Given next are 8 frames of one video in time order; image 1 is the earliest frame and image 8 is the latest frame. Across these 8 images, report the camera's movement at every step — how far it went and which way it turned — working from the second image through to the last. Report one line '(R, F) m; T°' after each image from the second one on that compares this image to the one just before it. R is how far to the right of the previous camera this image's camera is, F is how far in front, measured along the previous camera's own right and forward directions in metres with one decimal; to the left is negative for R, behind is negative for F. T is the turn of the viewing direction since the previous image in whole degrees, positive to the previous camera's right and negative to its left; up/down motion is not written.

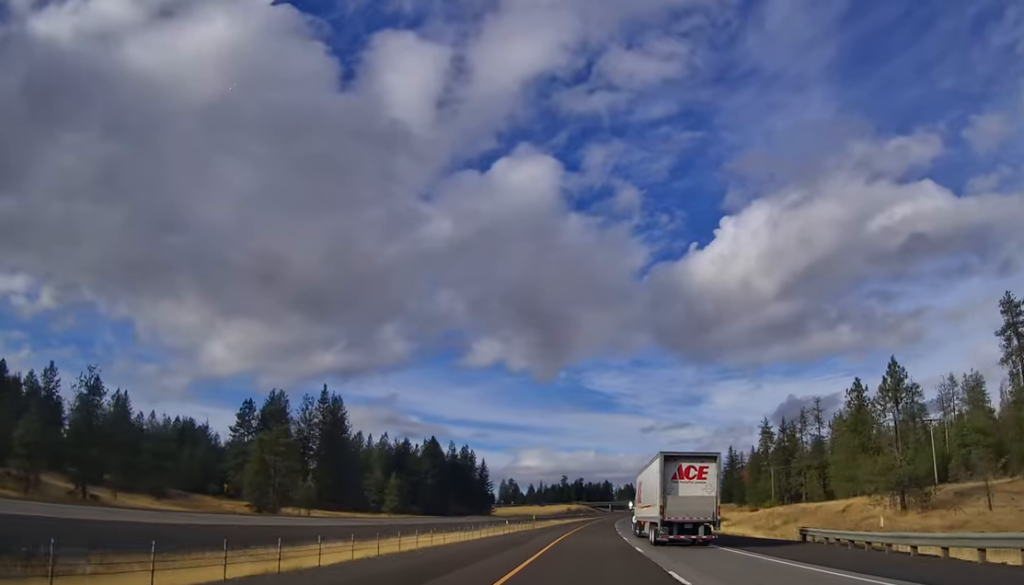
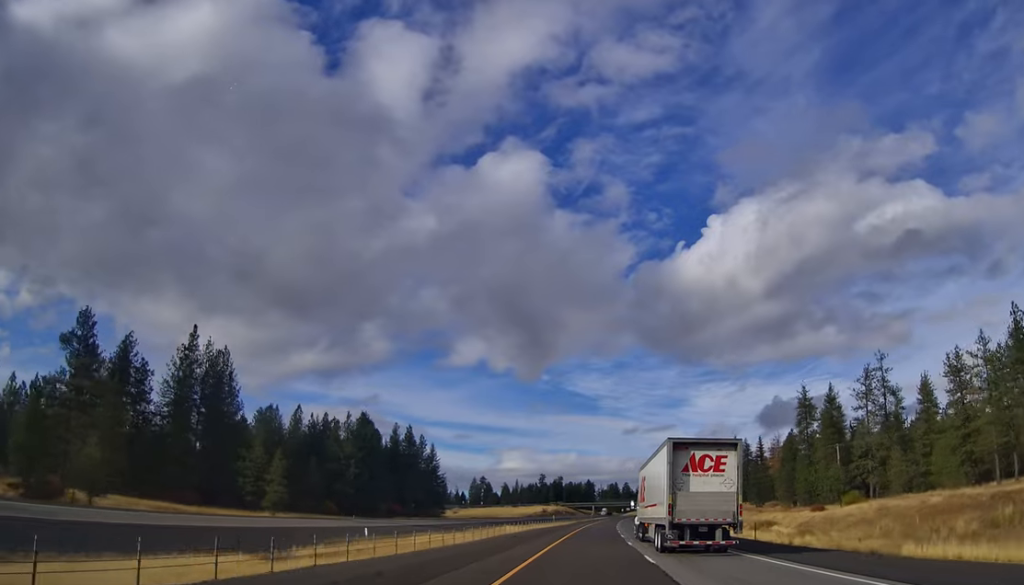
(+0.7, +55.4) m; +3°
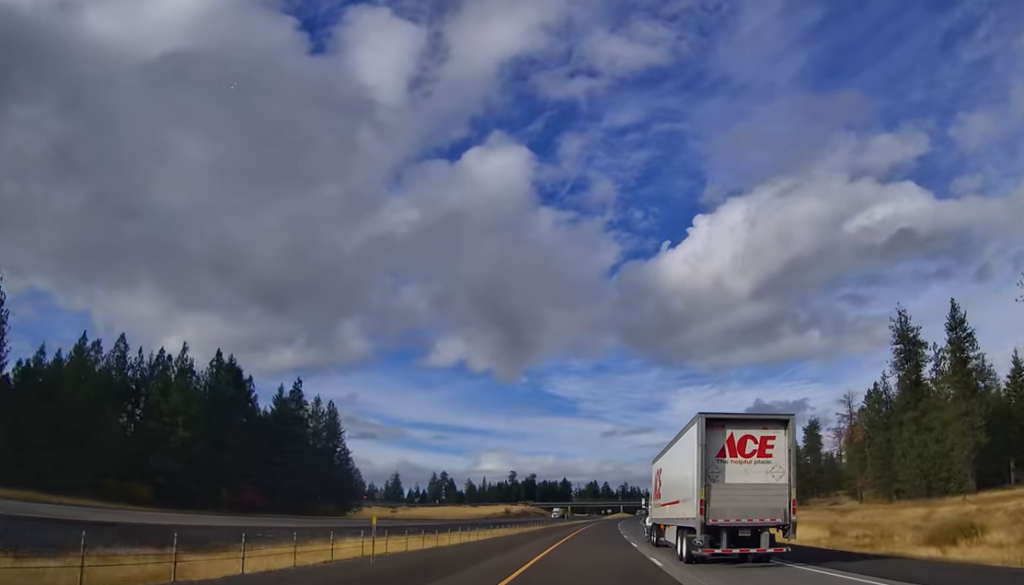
(+1.3, +63.1) m; +1°
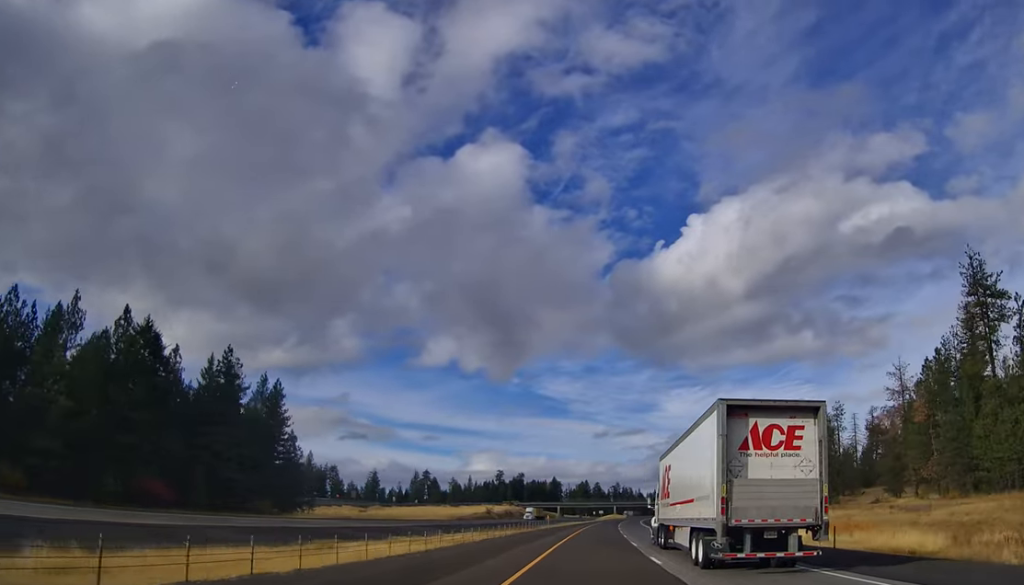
(+0.3, +23.7) m; +1°
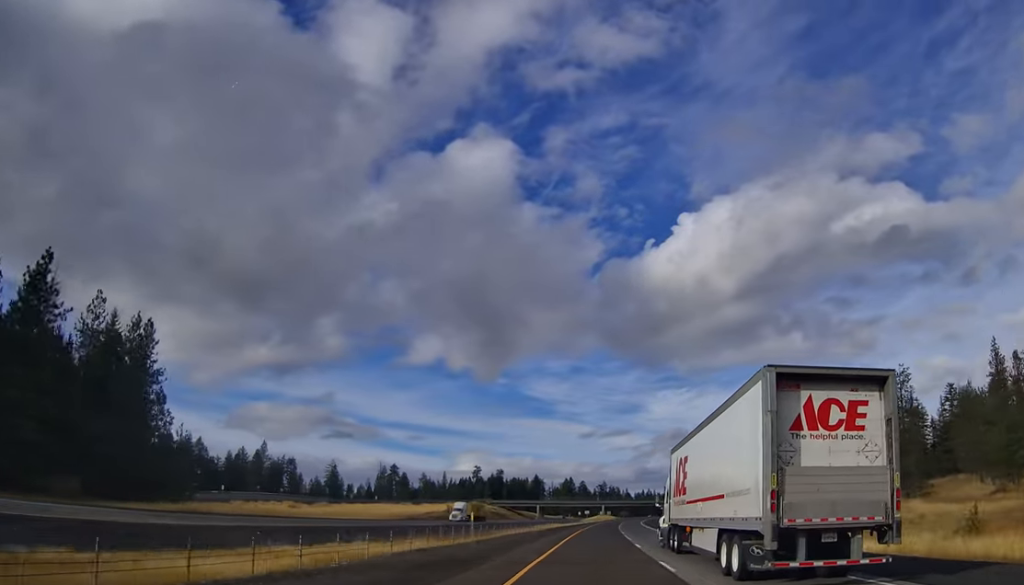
(+0.5, +39.5) m; +1°
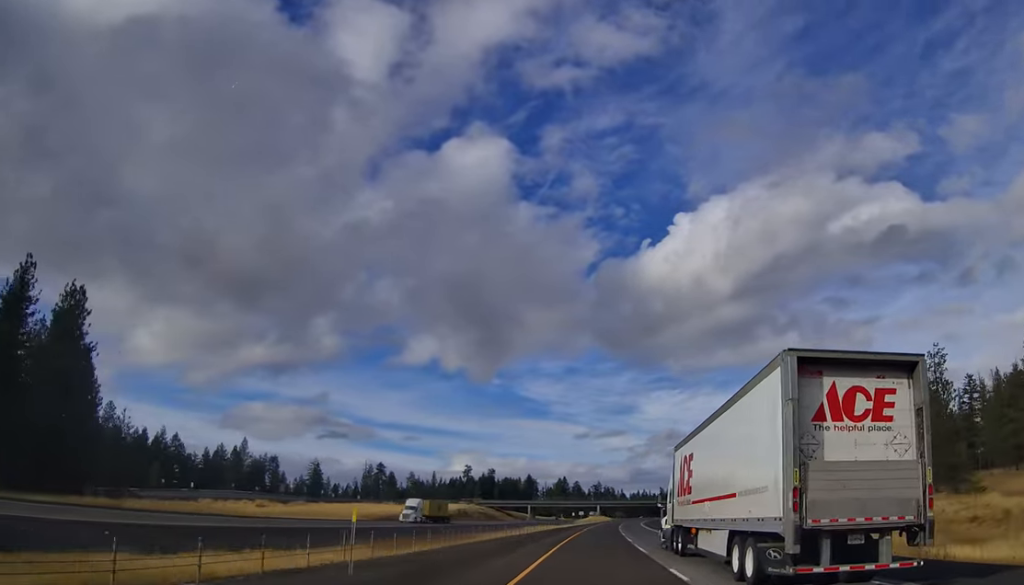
(0.0, +14.7) m; +1°
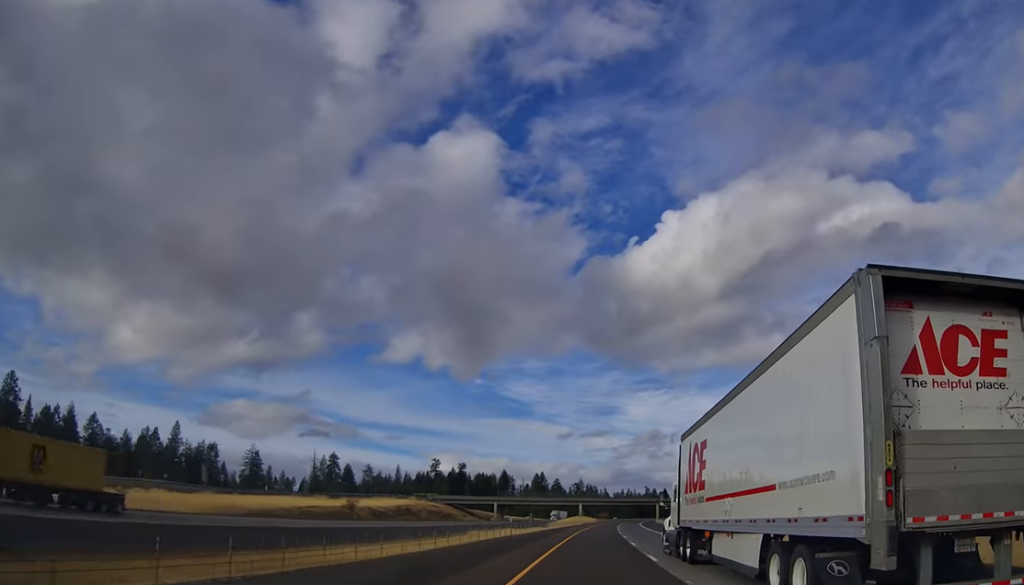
(+1.0, +44.0) m; +2°
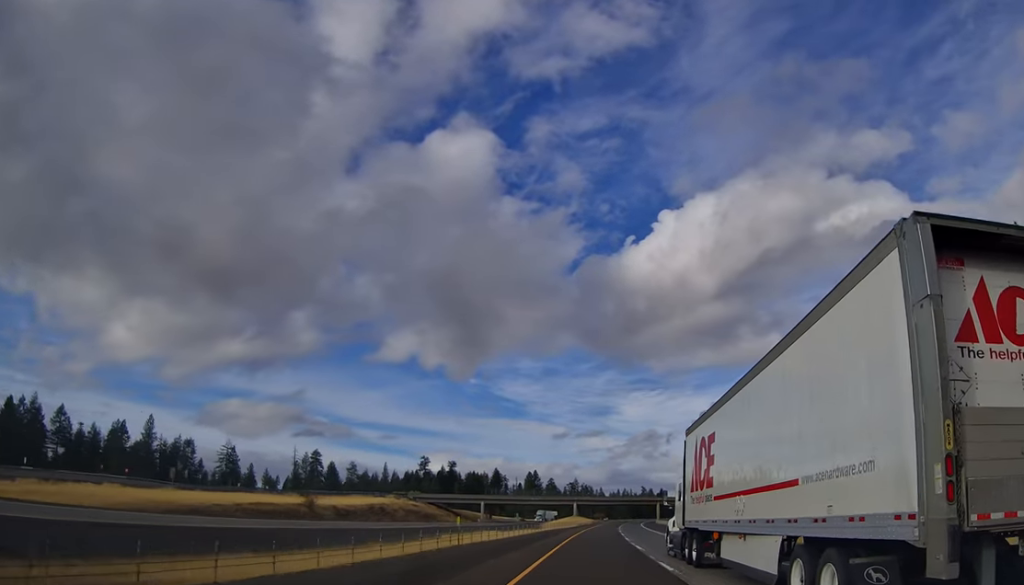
(+0.4, +15.8) m; 0°
